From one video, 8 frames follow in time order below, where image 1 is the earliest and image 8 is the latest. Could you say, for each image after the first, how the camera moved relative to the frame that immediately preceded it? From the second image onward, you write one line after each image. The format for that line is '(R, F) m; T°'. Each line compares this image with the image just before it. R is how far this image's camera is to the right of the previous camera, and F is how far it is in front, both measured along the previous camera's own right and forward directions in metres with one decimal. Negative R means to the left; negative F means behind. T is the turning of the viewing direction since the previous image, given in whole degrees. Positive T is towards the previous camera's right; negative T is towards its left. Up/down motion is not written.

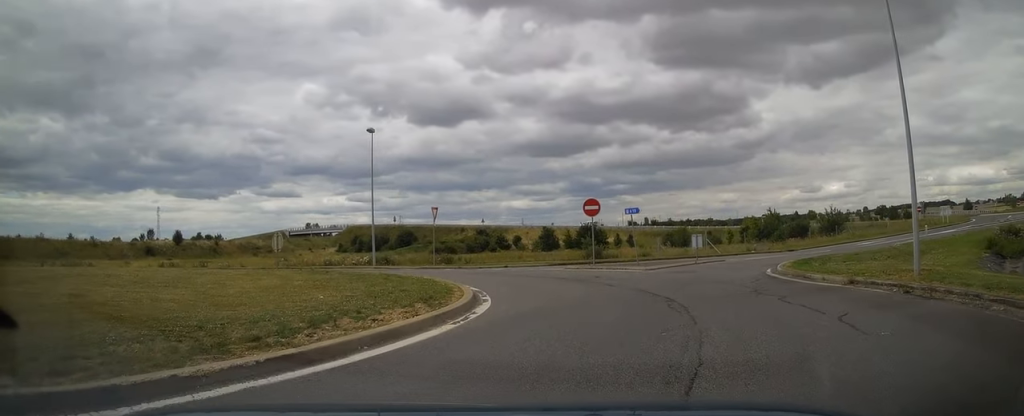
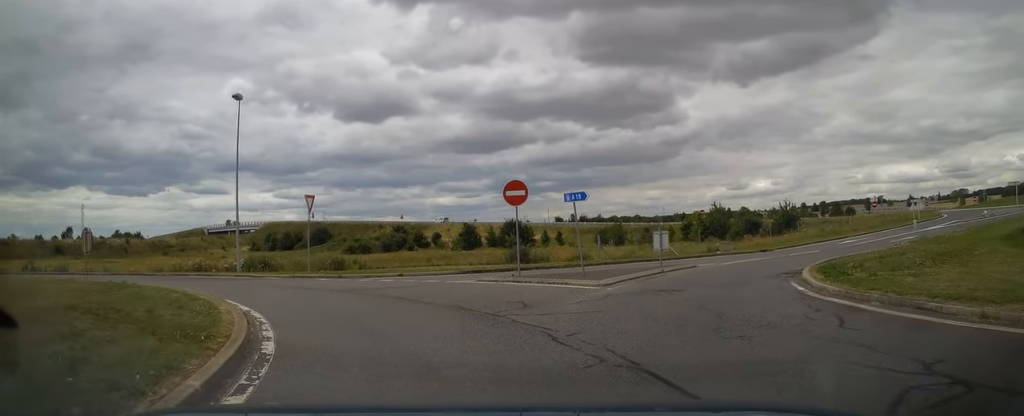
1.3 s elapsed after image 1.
(+0.7, +8.4) m; +10°
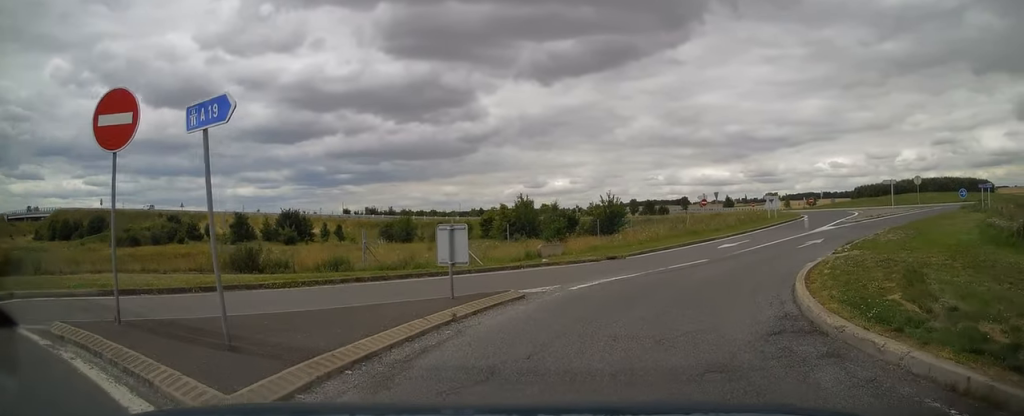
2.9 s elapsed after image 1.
(+2.2, +11.5) m; +22°
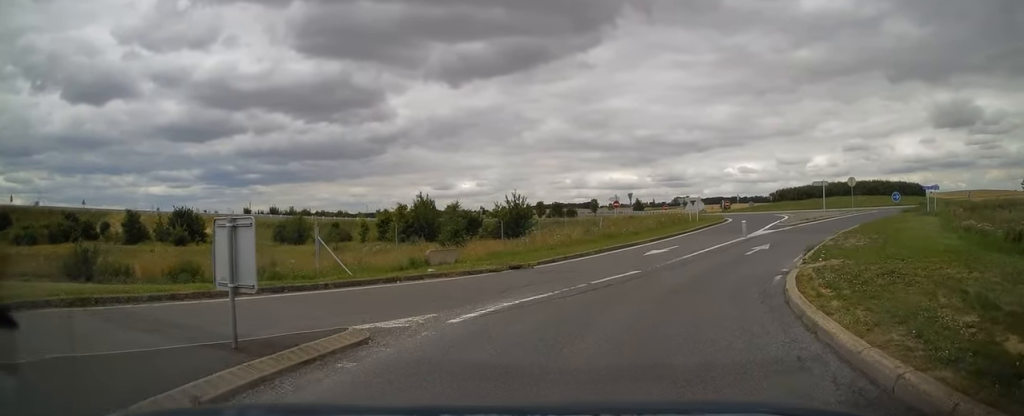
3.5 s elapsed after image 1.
(+0.3, +4.5) m; +8°
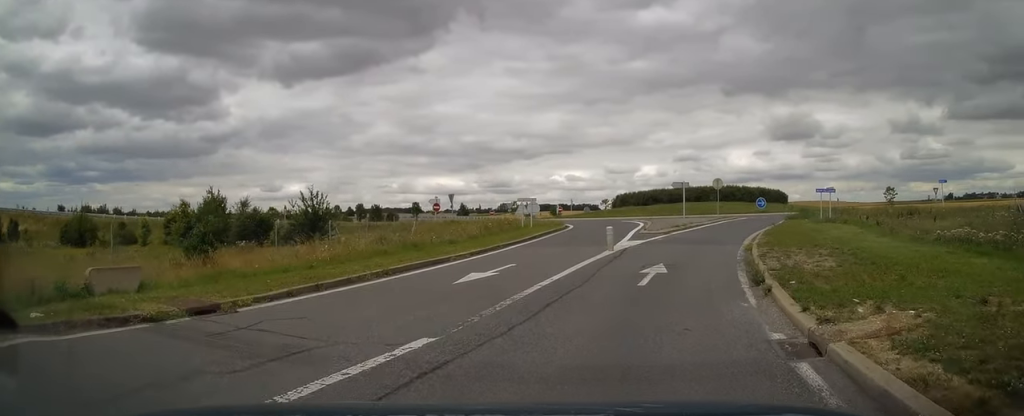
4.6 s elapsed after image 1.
(+1.0, +9.0) m; +14°
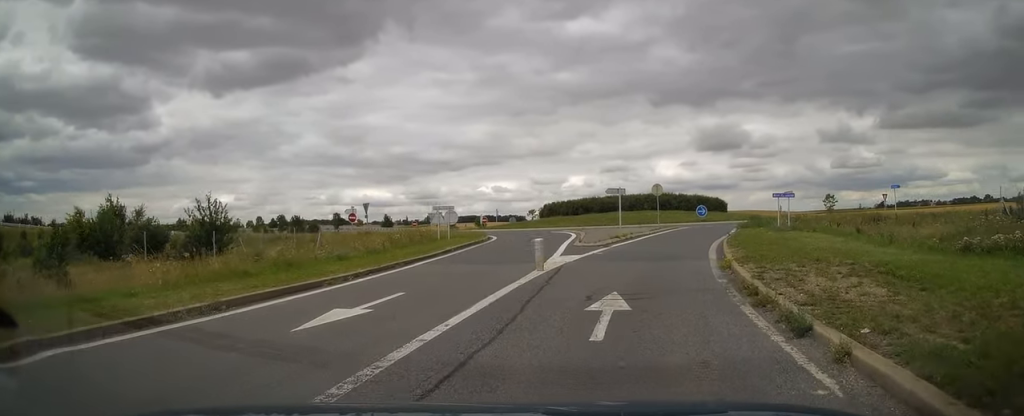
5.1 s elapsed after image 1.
(+0.5, +4.7) m; +7°
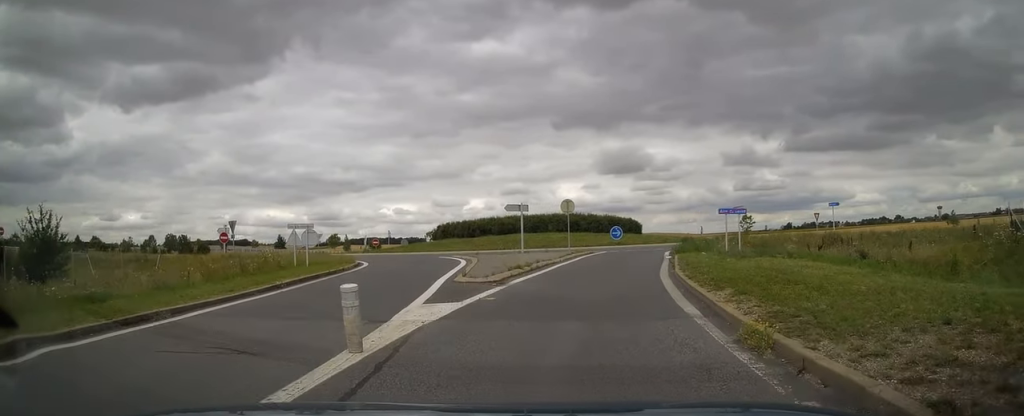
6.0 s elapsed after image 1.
(+0.7, +7.8) m; +7°
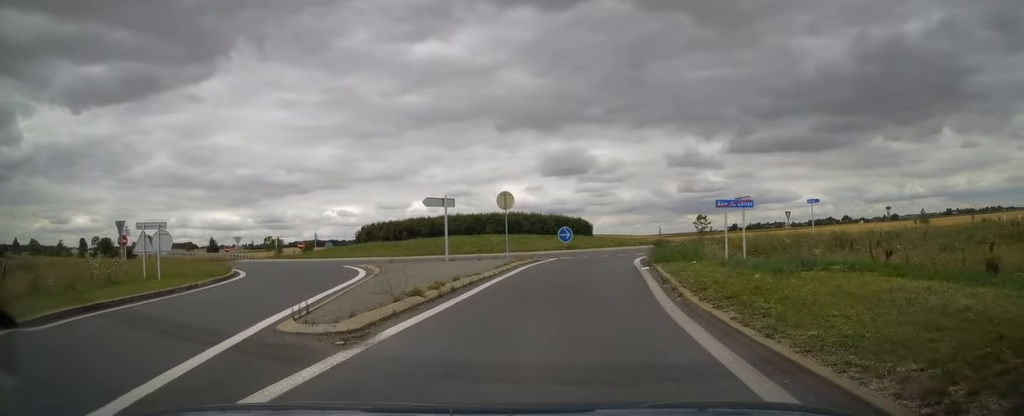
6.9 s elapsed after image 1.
(+0.4, +8.0) m; +5°
